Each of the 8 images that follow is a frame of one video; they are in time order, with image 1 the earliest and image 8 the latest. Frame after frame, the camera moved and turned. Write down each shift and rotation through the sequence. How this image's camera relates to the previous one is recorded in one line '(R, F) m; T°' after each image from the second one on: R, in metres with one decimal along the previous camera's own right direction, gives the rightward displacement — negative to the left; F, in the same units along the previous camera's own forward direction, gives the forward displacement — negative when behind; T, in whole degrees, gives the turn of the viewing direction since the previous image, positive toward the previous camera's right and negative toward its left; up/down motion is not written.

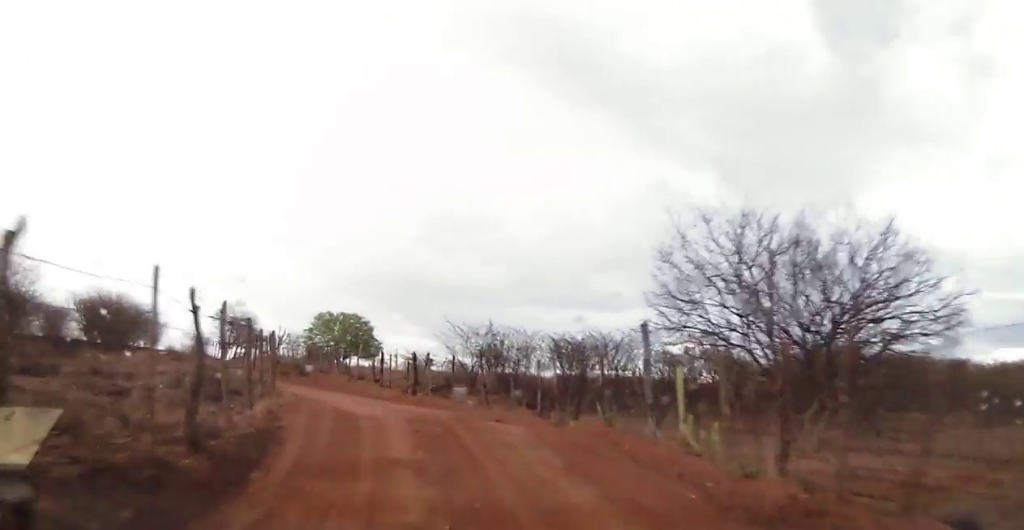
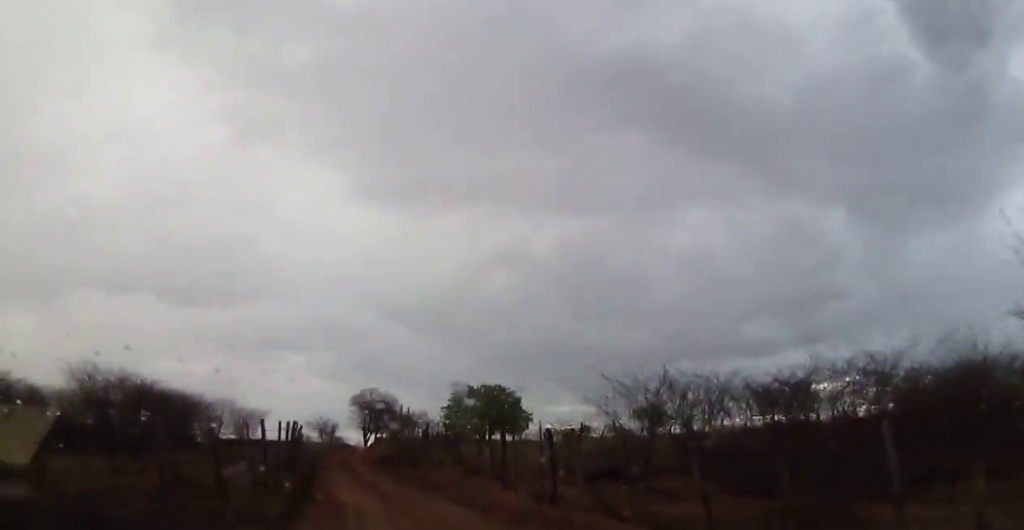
(-0.8, +10.9) m; -8°
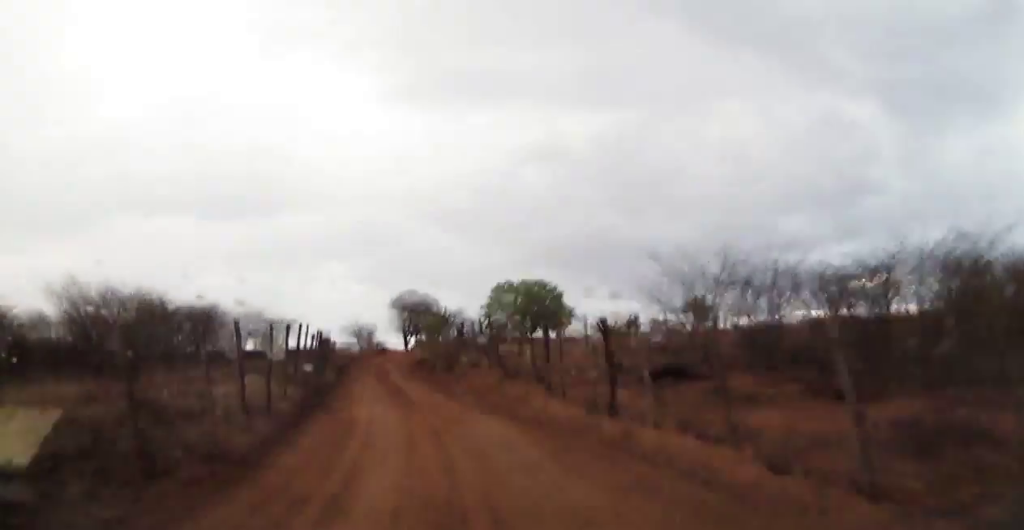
(0.0, +3.3) m; -3°
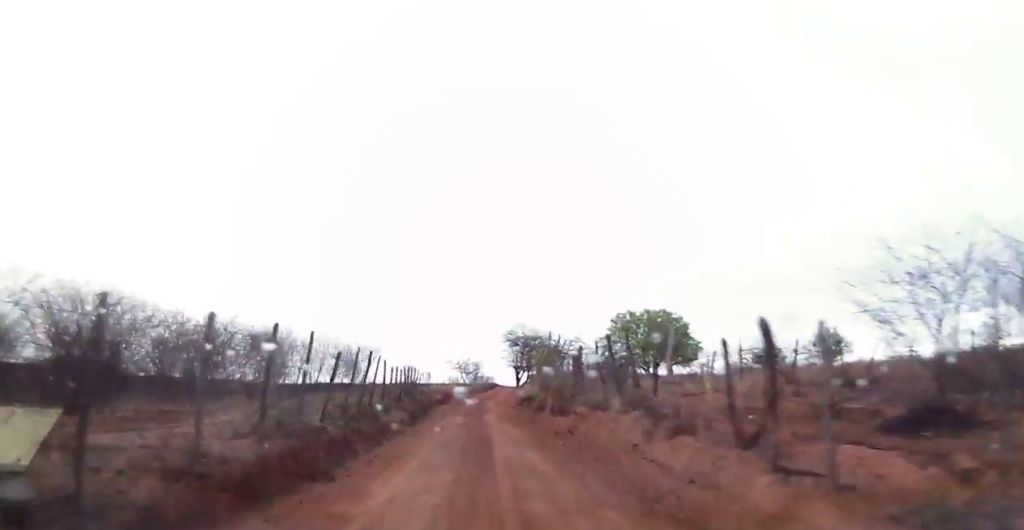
(-0.5, +7.6) m; -8°
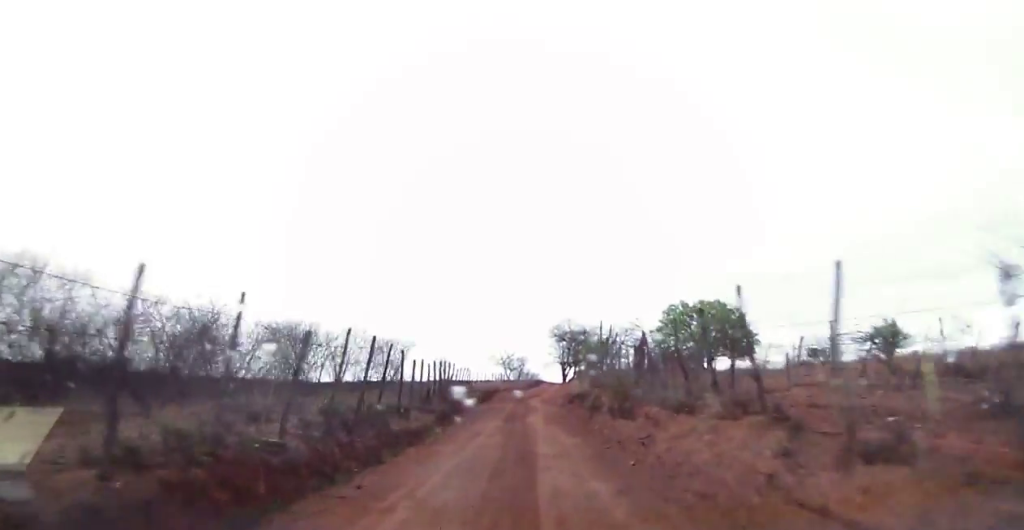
(-0.1, +3.6) m; -3°
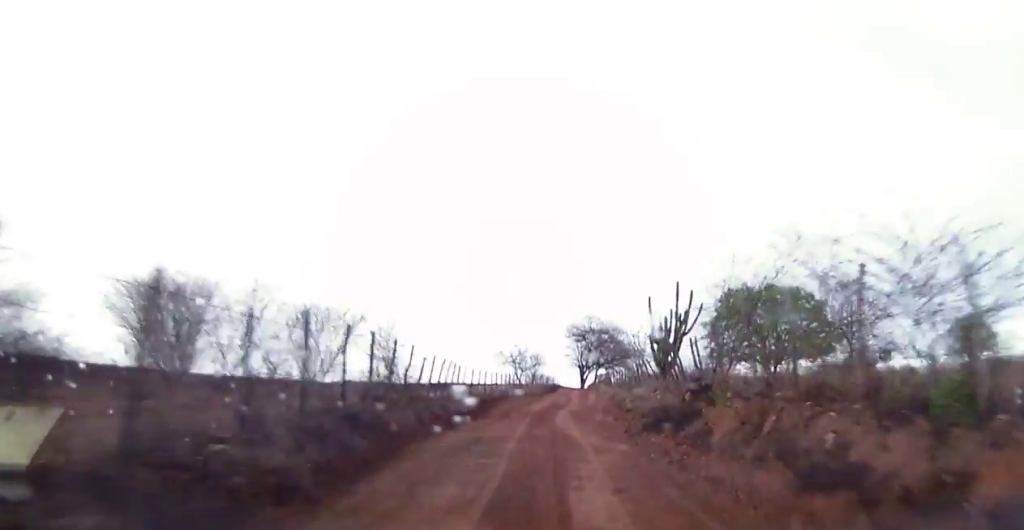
(-0.6, +14.4) m; -3°
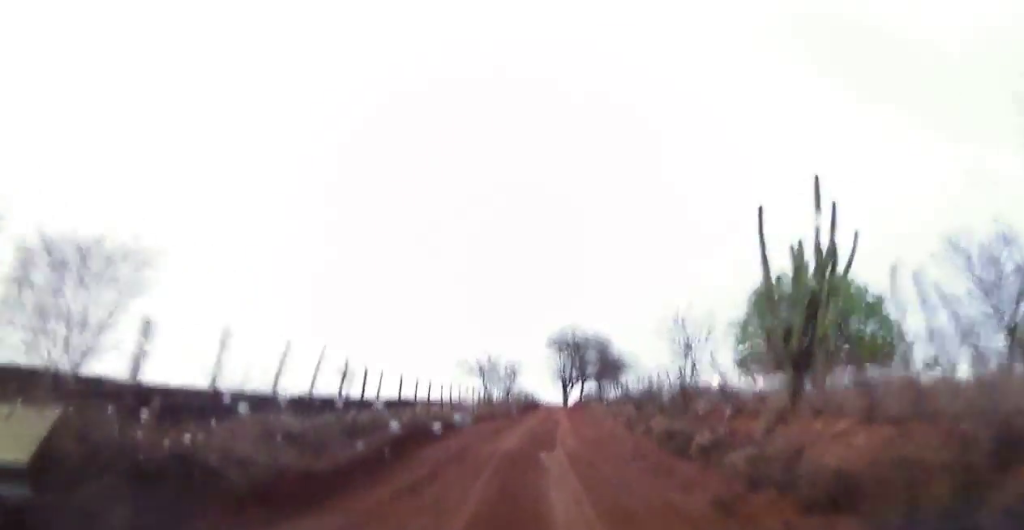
(-0.1, +13.0) m; +1°
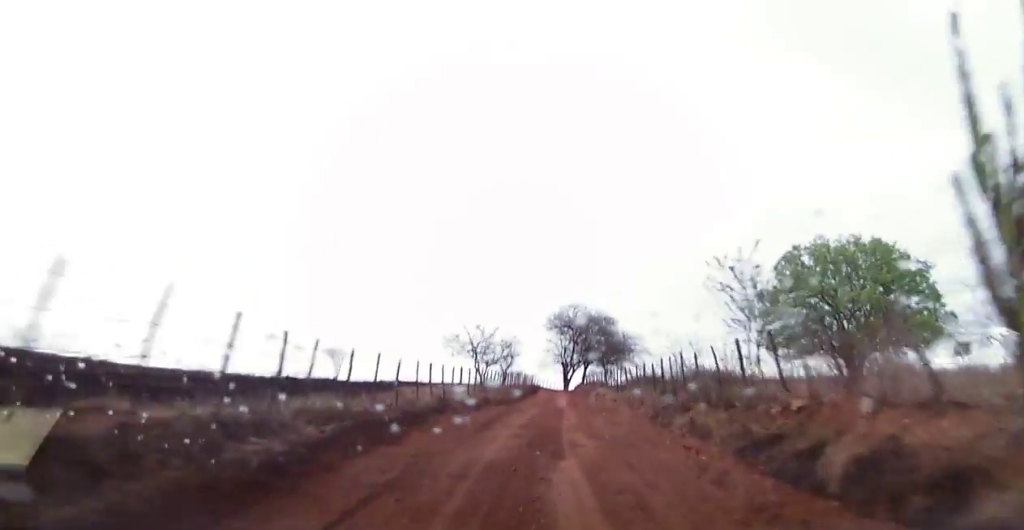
(+0.1, +5.7) m; +1°
